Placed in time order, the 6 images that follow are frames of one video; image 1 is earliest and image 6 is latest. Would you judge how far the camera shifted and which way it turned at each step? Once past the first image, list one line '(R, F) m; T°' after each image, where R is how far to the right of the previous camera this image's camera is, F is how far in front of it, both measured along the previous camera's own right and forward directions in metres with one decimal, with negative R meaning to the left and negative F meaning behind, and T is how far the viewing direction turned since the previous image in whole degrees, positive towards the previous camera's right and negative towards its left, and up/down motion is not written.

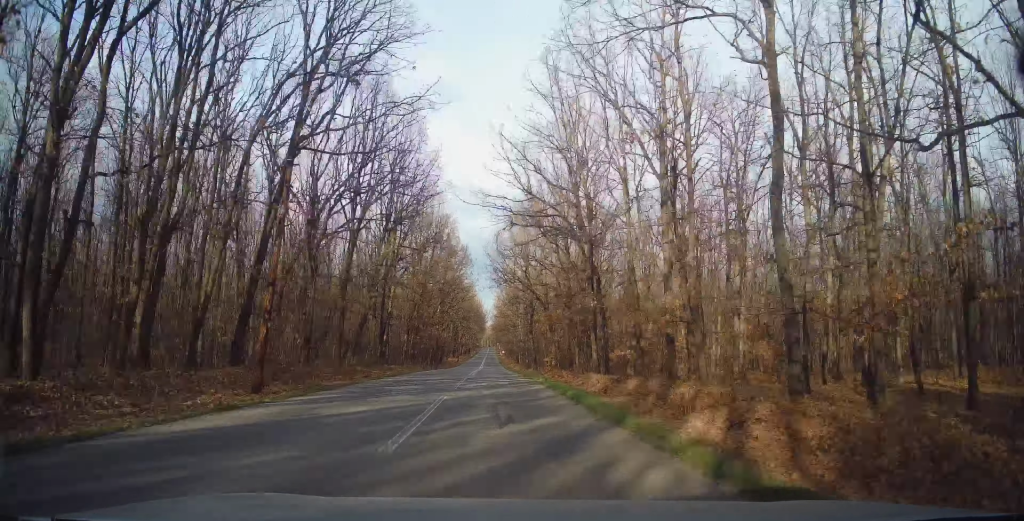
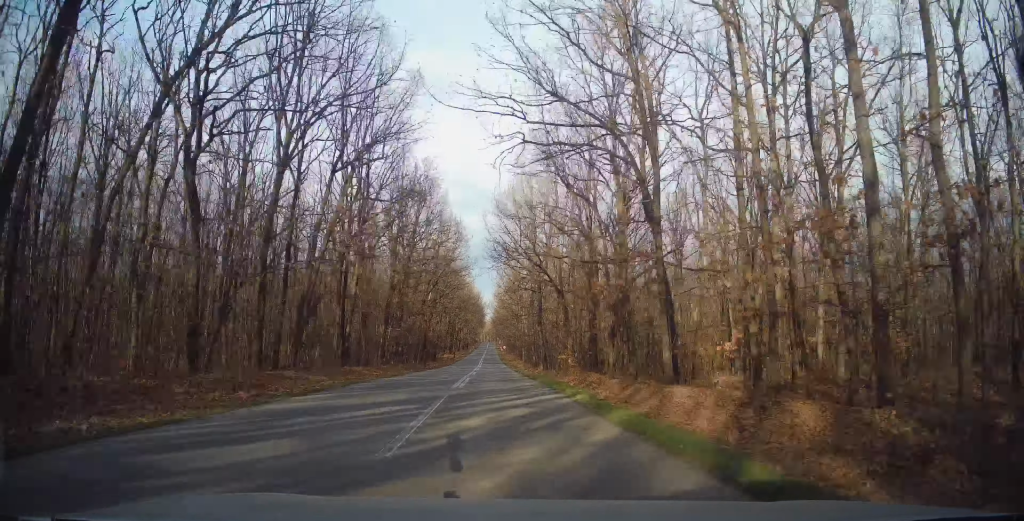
(-0.1, +11.3) m; -1°
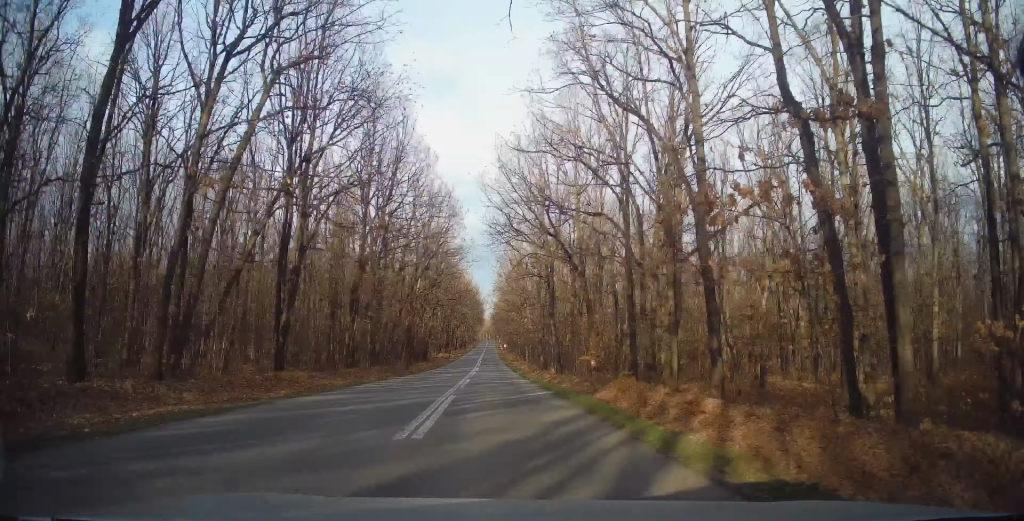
(-0.1, +10.6) m; -1°
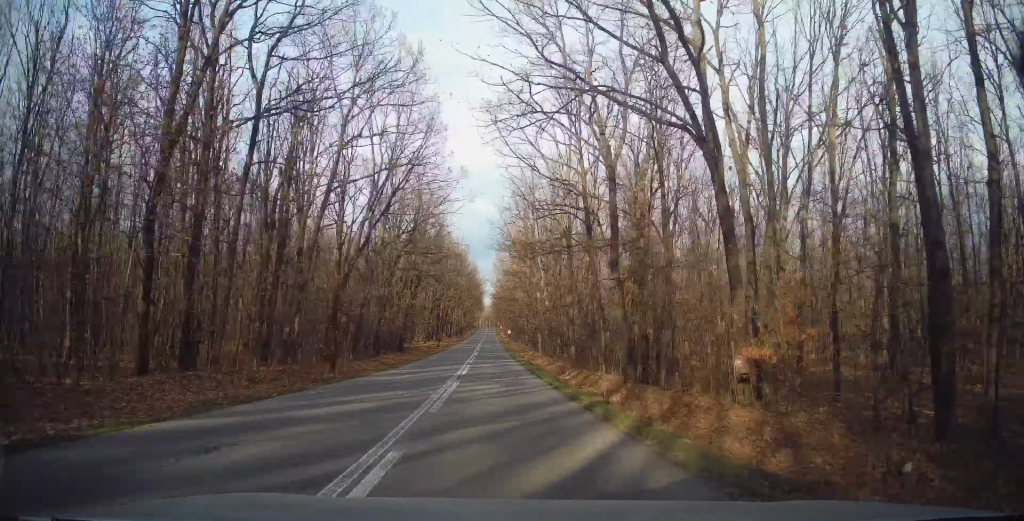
(-0.2, +20.5) m; -1°
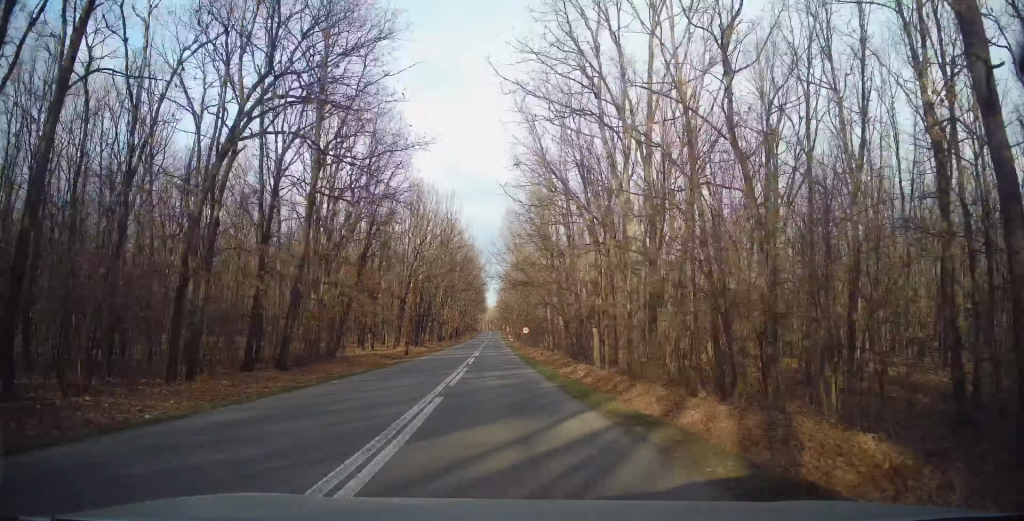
(+0.1, +28.7) m; +1°
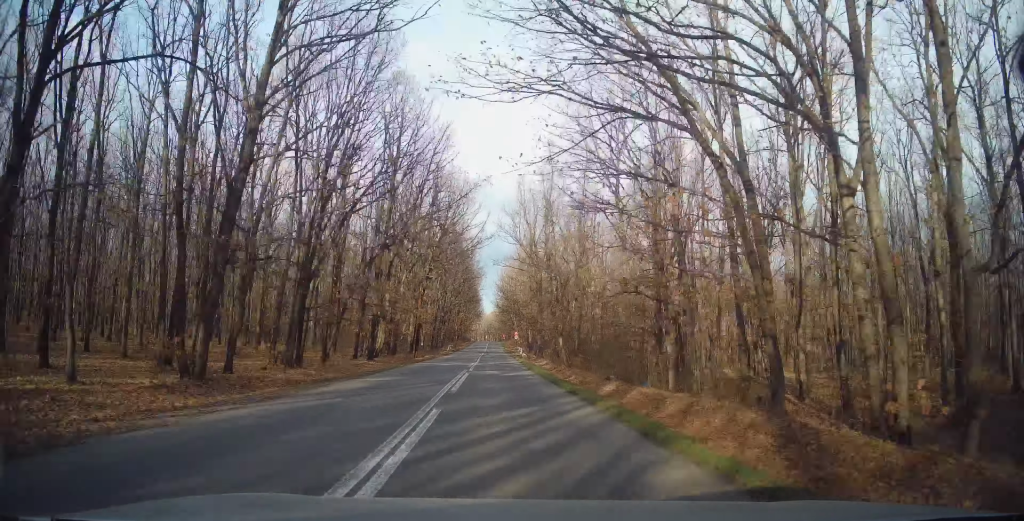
(-0.3, +48.3) m; -1°
